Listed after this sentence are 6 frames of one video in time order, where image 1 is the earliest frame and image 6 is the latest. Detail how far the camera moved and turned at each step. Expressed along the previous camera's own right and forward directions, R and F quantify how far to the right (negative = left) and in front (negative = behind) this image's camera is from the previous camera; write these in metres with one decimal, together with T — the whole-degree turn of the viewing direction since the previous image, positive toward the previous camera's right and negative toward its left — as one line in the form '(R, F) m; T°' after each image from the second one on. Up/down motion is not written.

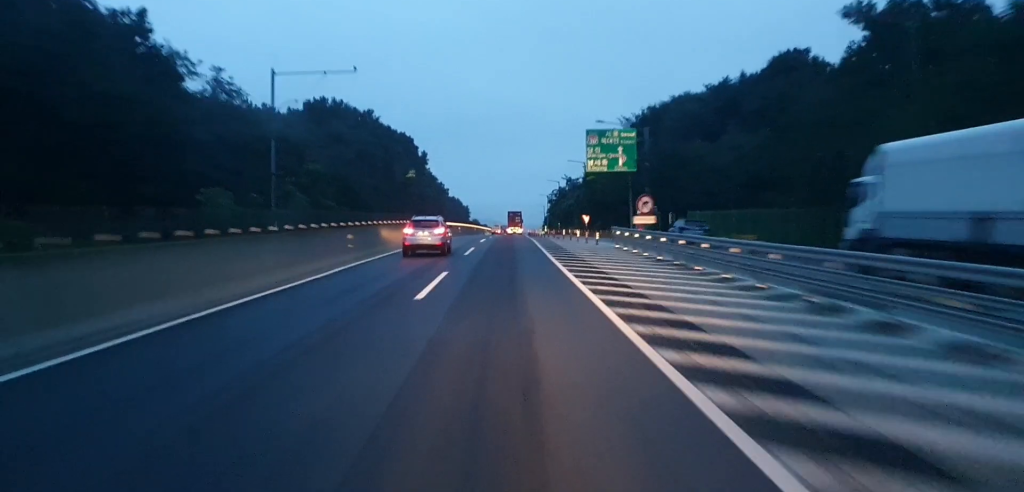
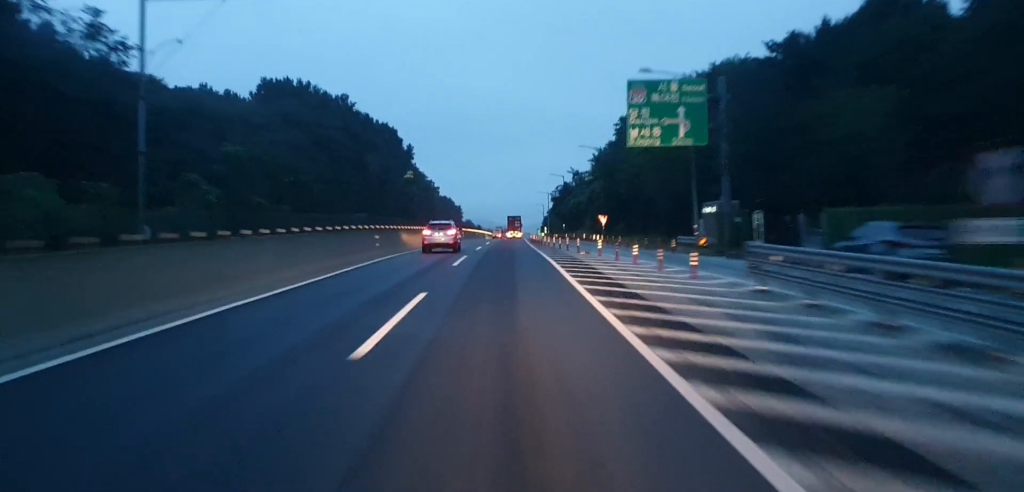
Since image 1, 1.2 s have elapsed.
(-0.3, +24.1) m; -1°
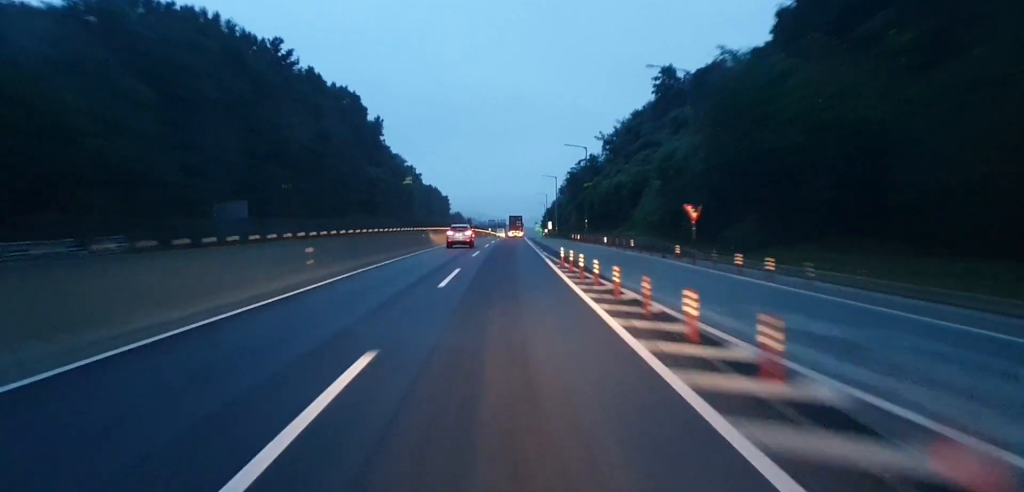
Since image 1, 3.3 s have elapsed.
(+1.1, +43.7) m; +2°
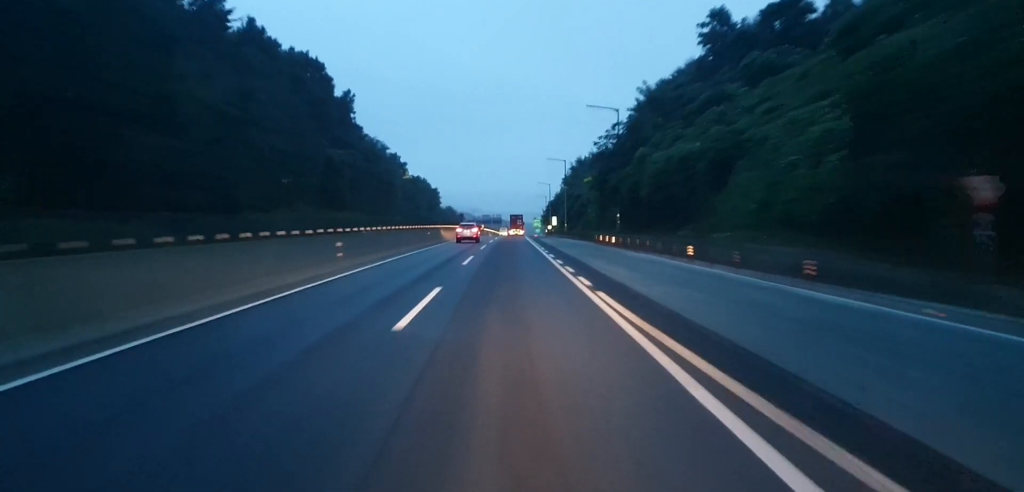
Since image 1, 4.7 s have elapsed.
(-0.4, +28.4) m; 0°
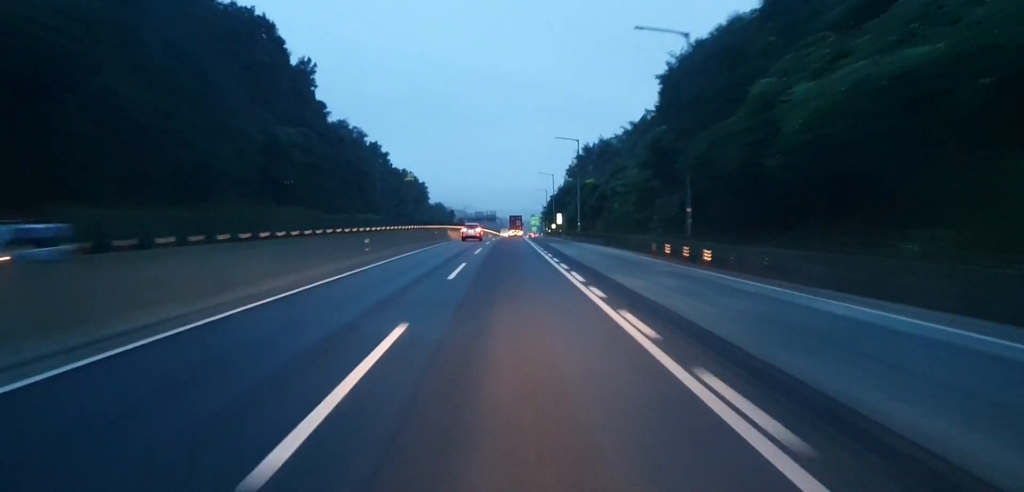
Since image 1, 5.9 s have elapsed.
(0.0, +25.0) m; 0°
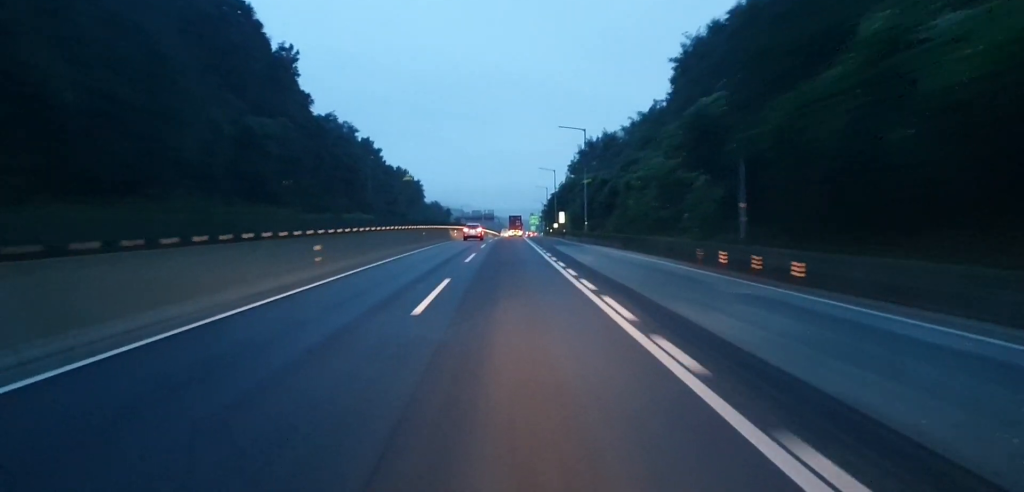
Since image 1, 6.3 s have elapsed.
(-0.1, +8.6) m; 0°
